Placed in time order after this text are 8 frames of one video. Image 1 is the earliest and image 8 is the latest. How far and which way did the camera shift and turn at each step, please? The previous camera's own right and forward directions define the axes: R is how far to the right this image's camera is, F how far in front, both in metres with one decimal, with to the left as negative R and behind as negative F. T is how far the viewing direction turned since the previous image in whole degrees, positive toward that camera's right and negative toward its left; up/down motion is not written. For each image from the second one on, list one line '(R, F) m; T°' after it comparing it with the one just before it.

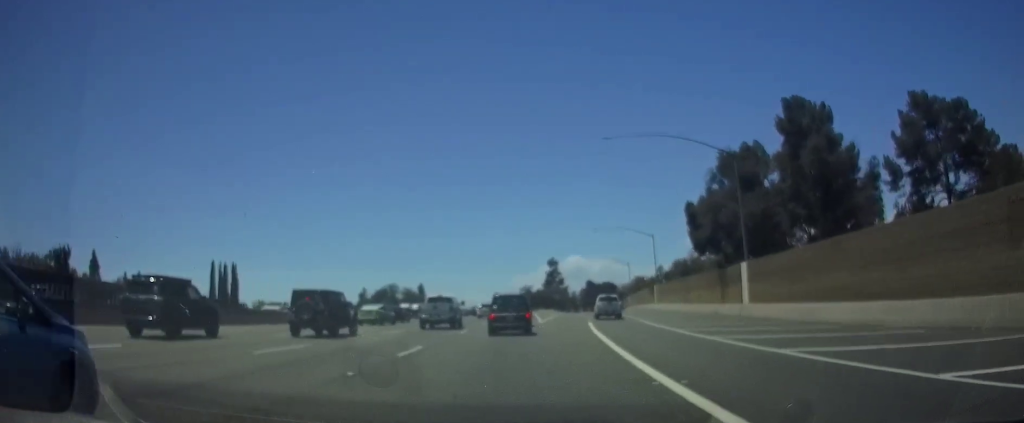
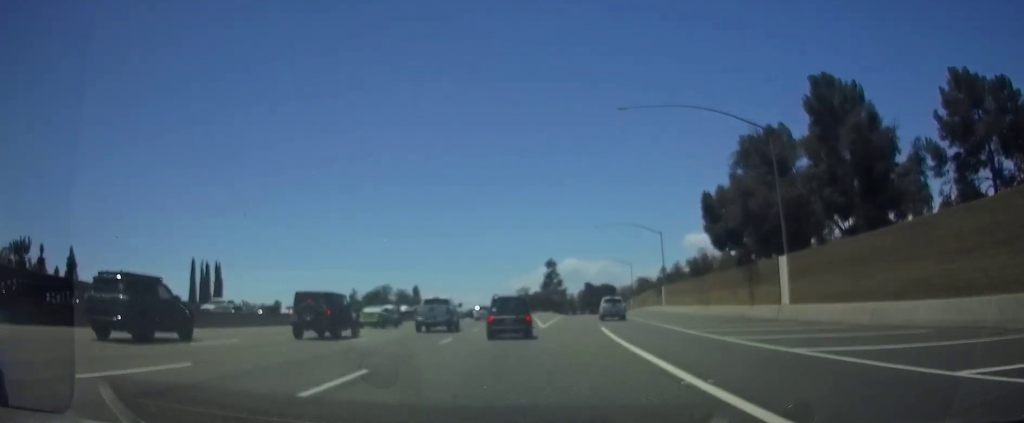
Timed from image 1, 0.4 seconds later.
(0.0, +6.9) m; 0°
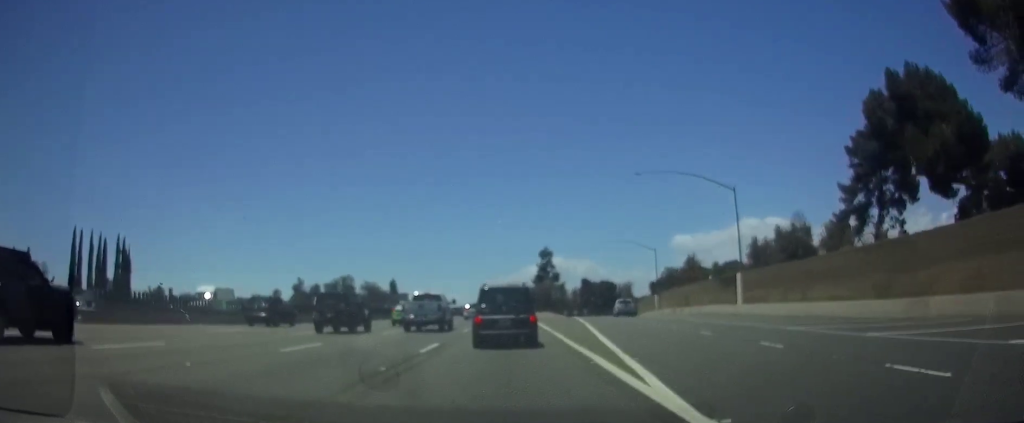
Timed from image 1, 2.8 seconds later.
(+0.4, +32.4) m; +1°
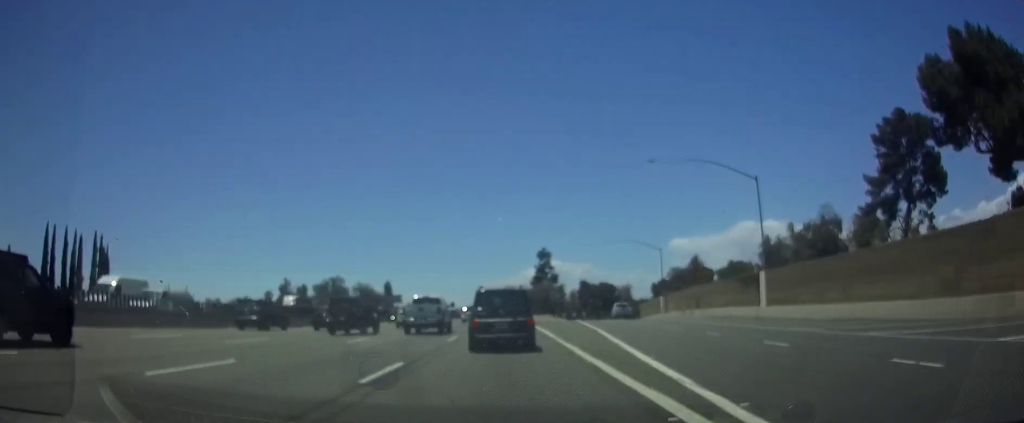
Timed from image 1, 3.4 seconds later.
(-0.1, +6.8) m; +1°
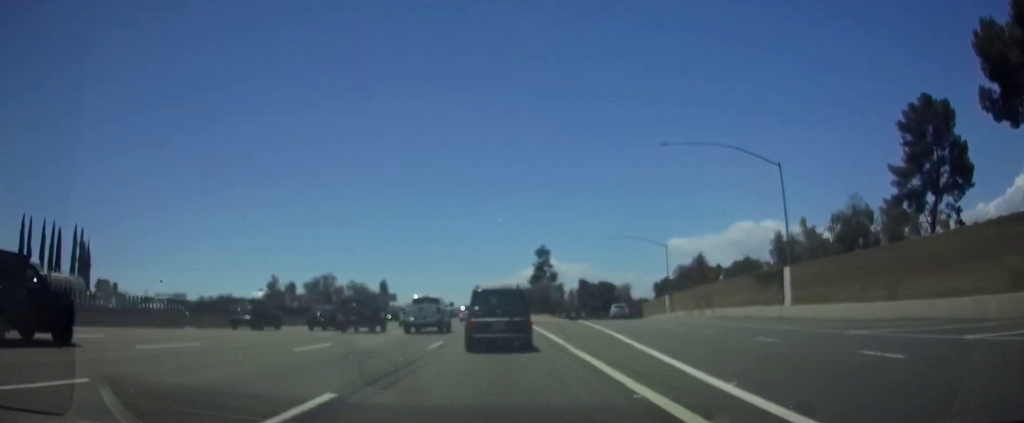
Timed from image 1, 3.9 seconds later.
(+0.2, +5.6) m; 0°
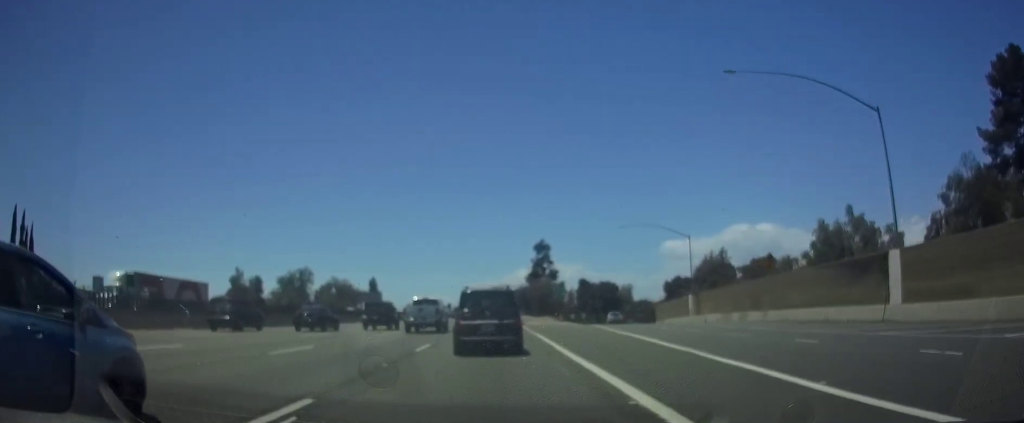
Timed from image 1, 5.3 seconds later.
(0.0, +15.9) m; -1°
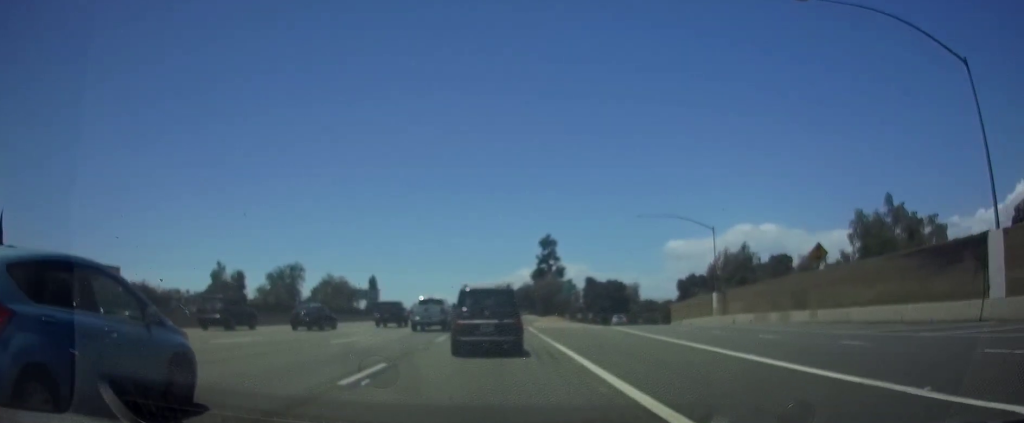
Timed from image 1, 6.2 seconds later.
(0.0, +8.8) m; 0°
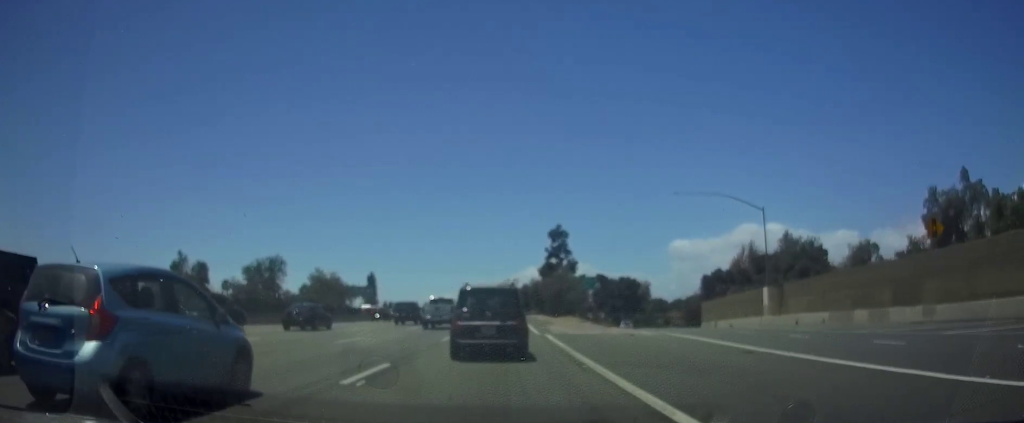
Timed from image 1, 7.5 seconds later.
(0.0, +14.2) m; 0°
